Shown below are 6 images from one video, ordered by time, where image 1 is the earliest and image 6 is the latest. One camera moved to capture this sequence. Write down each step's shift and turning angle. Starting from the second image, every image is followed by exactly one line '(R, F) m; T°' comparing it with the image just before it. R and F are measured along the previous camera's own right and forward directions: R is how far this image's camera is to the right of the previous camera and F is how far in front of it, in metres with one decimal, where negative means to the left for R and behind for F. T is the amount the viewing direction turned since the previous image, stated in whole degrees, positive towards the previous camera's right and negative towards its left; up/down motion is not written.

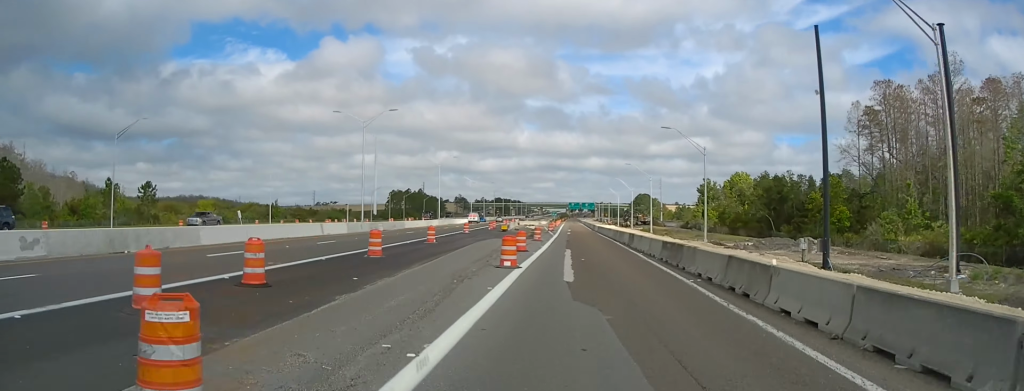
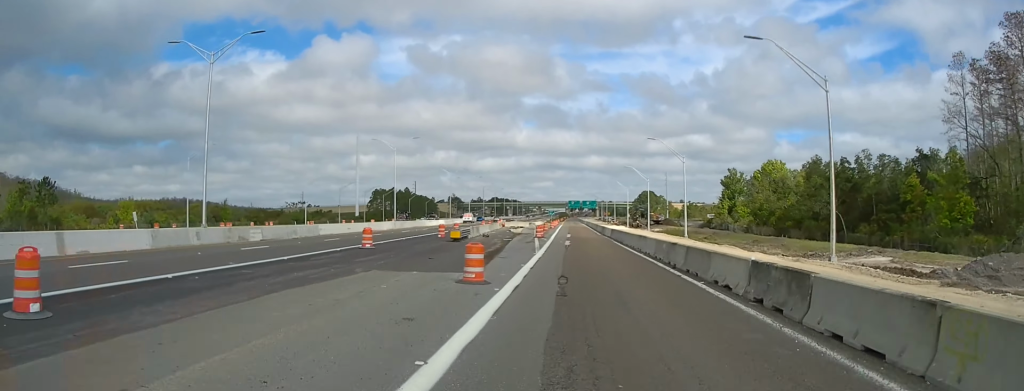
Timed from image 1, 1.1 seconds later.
(0.0, +30.2) m; 0°
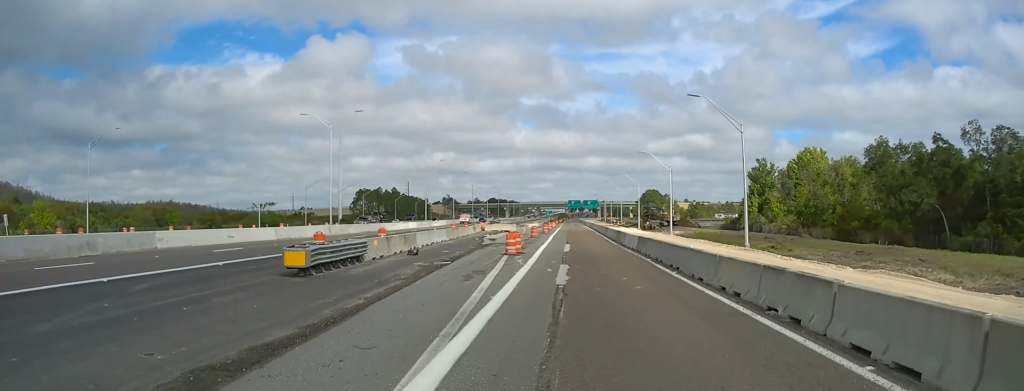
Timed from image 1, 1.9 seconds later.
(0.0, +24.5) m; 0°
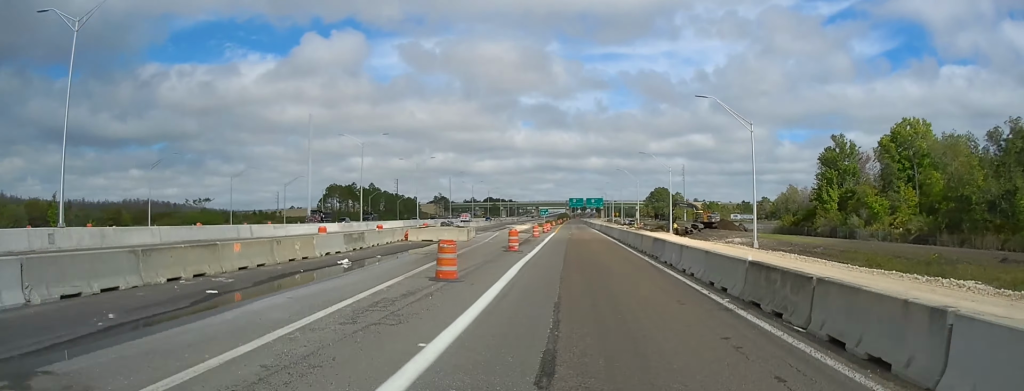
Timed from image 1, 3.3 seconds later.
(-0.4, +38.7) m; -1°
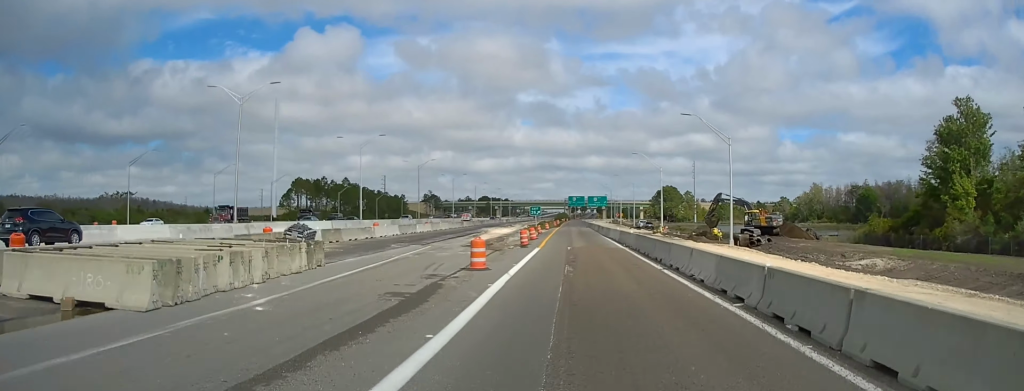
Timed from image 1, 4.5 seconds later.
(0.0, +33.0) m; +1°
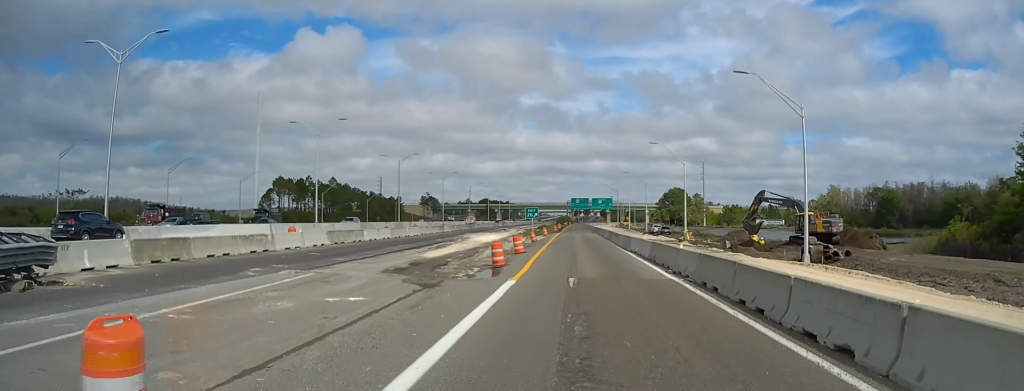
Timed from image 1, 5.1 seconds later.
(+0.1, +17.0) m; 0°
